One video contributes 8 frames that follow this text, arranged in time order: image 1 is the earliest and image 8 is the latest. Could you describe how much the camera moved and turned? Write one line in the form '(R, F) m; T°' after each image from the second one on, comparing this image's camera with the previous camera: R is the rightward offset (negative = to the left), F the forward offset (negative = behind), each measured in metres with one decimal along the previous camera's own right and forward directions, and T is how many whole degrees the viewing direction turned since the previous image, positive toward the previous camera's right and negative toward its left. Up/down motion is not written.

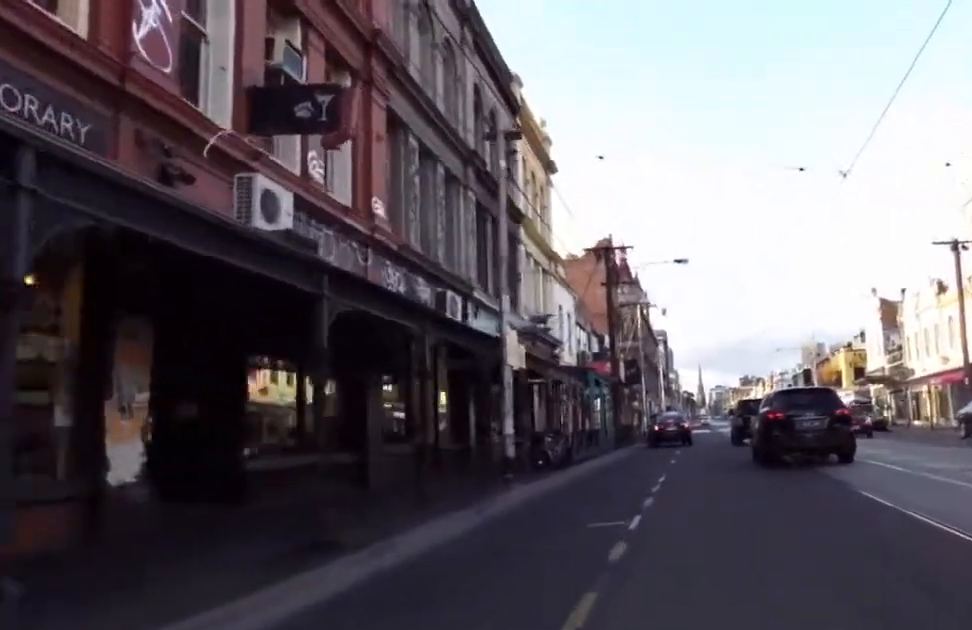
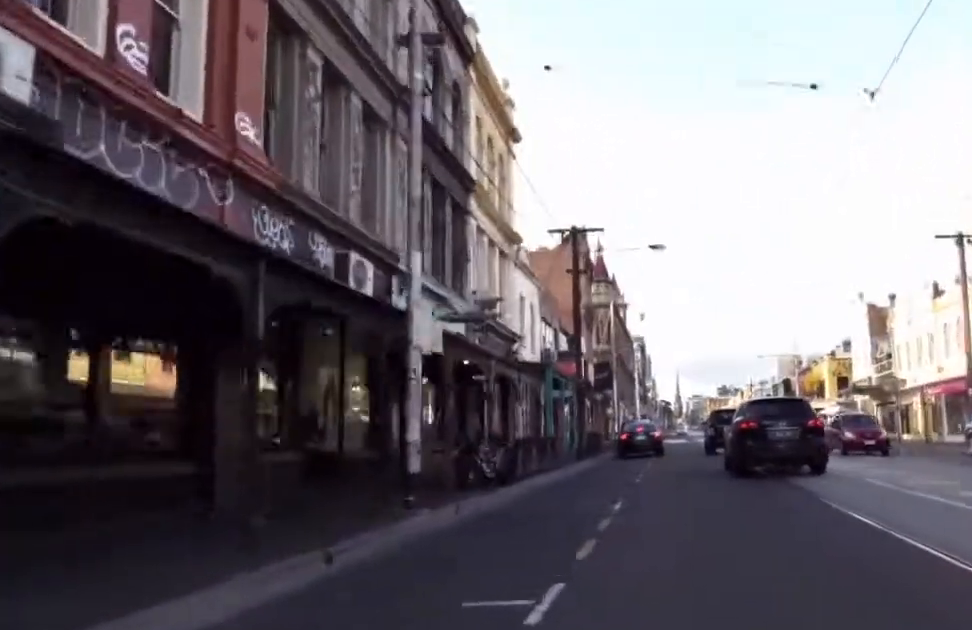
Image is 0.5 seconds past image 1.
(-0.5, +3.8) m; 0°
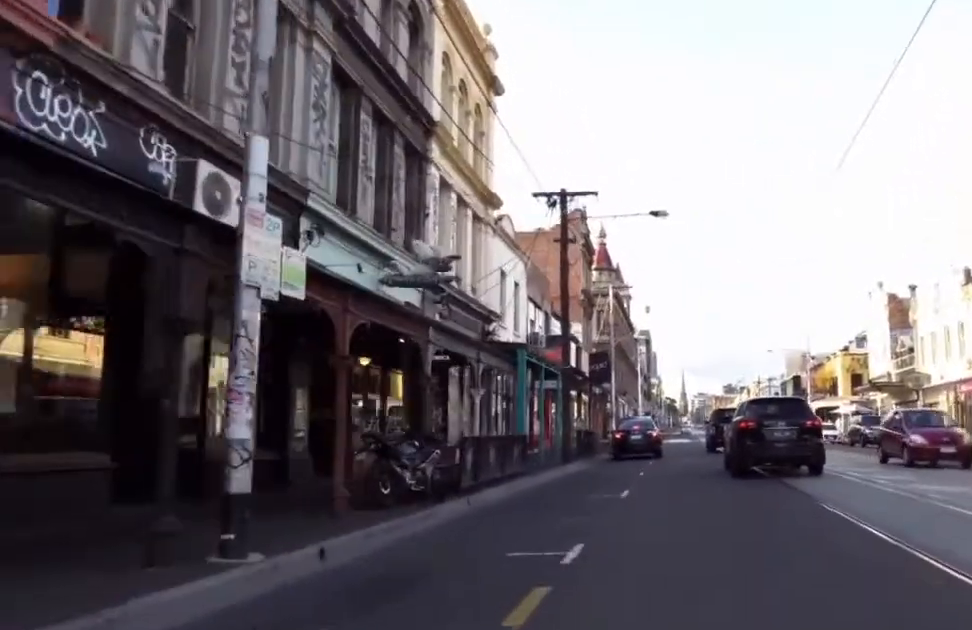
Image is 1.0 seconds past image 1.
(-0.7, +4.3) m; 0°
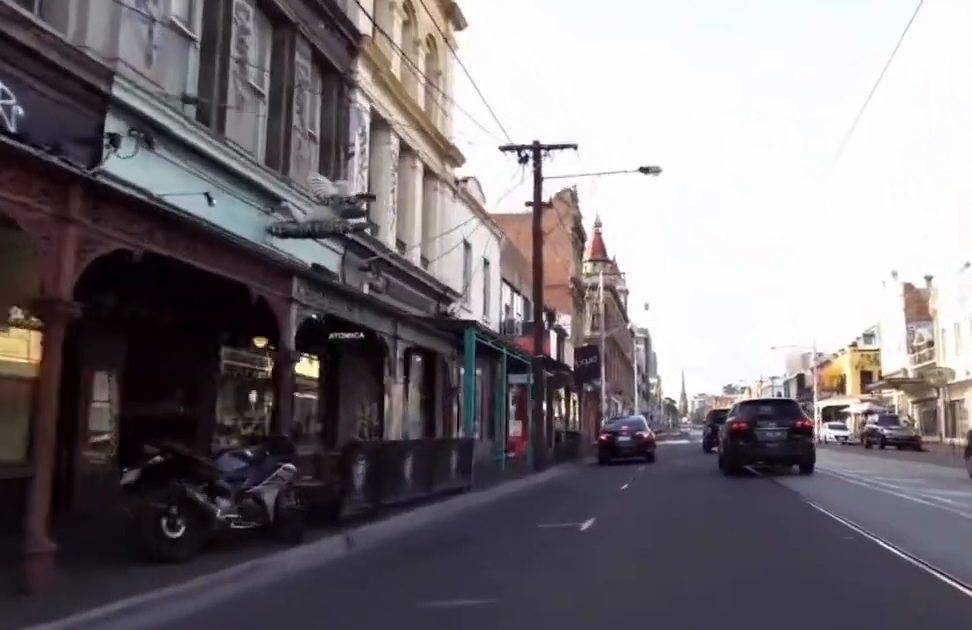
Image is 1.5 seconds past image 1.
(+0.5, +4.2) m; 0°
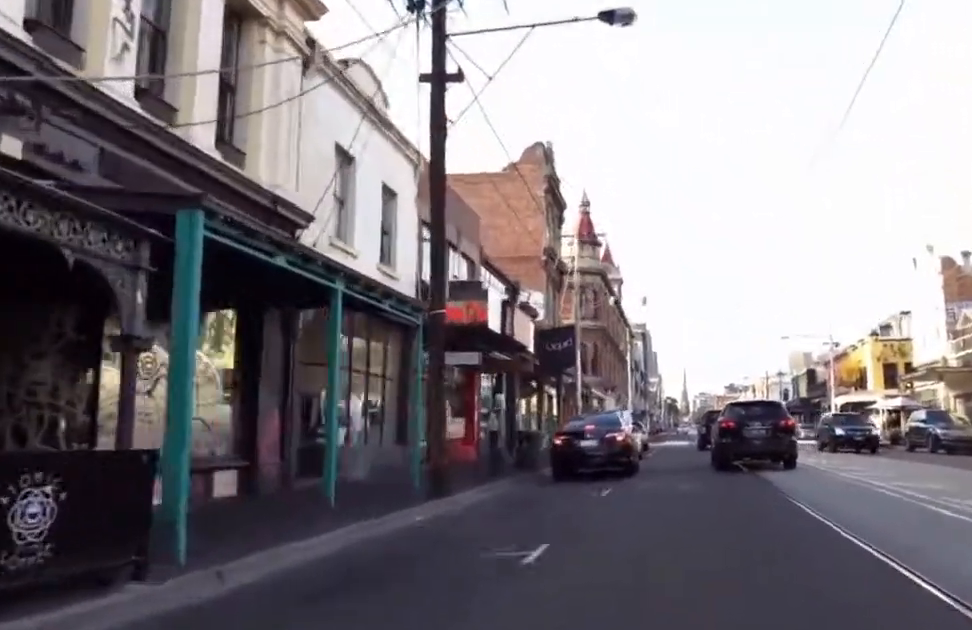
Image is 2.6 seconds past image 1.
(0.0, +8.2) m; 0°
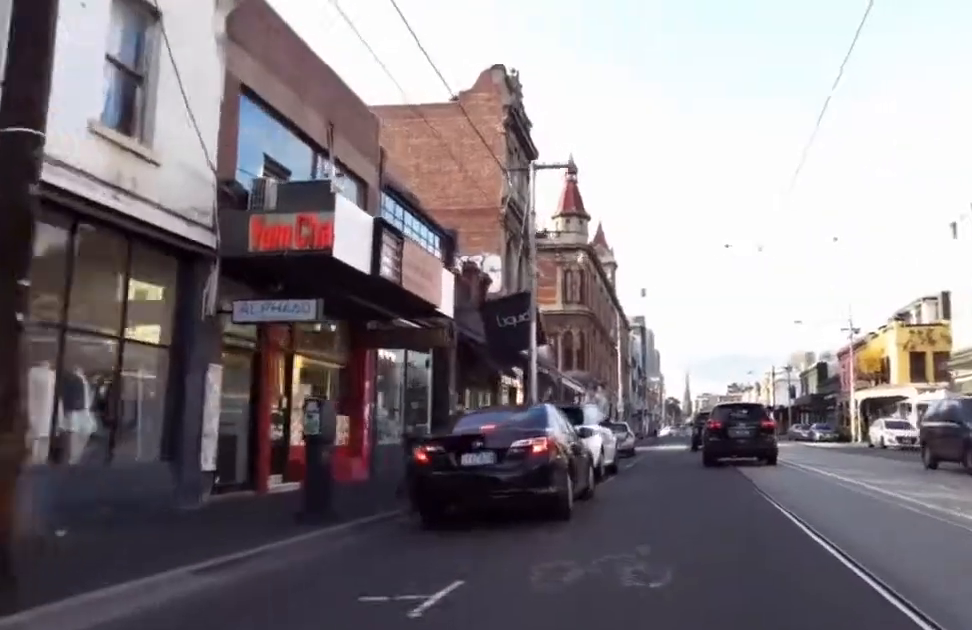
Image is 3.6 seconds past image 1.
(0.0, +7.8) m; 0°
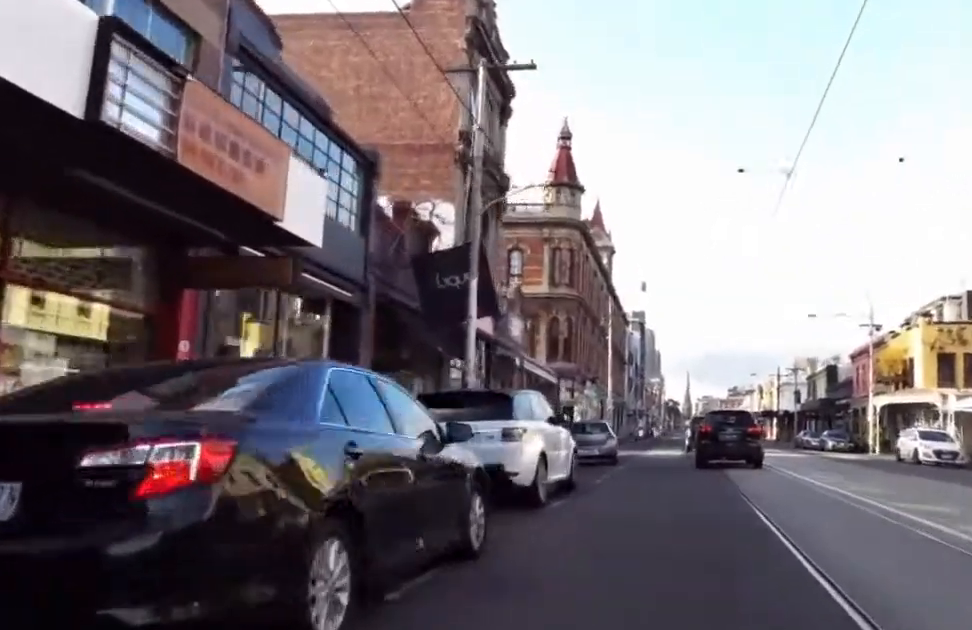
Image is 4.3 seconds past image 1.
(+0.3, +5.9) m; 0°
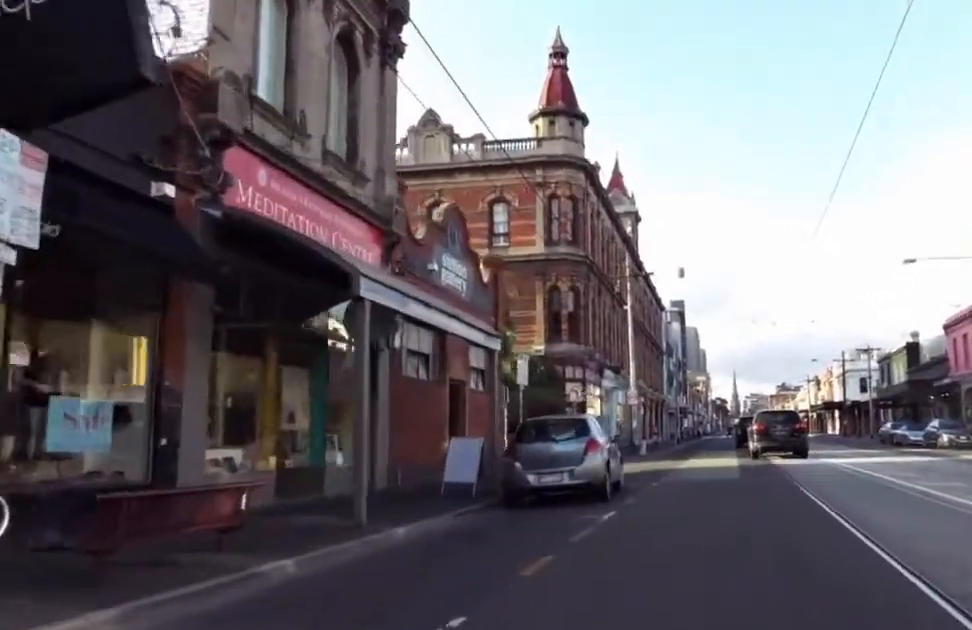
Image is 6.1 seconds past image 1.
(+0.4, +13.3) m; 0°
